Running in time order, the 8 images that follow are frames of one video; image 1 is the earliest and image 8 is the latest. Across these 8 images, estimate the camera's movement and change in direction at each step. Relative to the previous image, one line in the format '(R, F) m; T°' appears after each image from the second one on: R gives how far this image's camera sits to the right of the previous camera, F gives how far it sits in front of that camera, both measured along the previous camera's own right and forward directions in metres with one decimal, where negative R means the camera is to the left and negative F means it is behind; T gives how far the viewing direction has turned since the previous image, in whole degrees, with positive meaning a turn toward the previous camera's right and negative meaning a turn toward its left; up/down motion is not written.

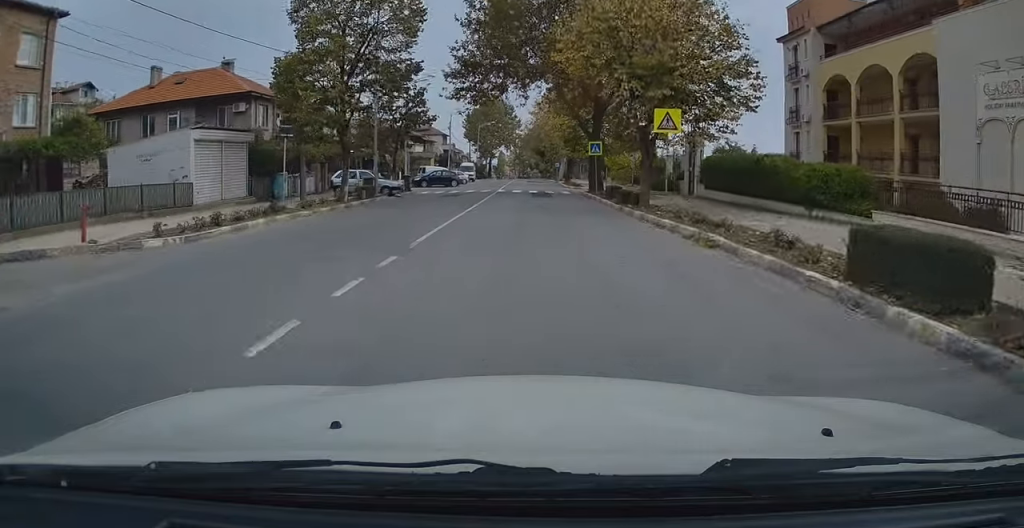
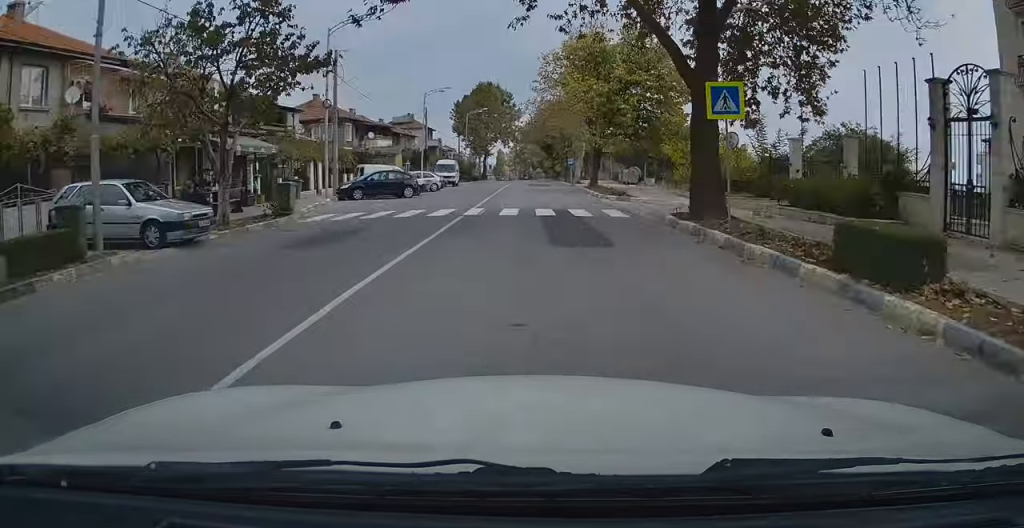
(-0.3, +22.2) m; -1°
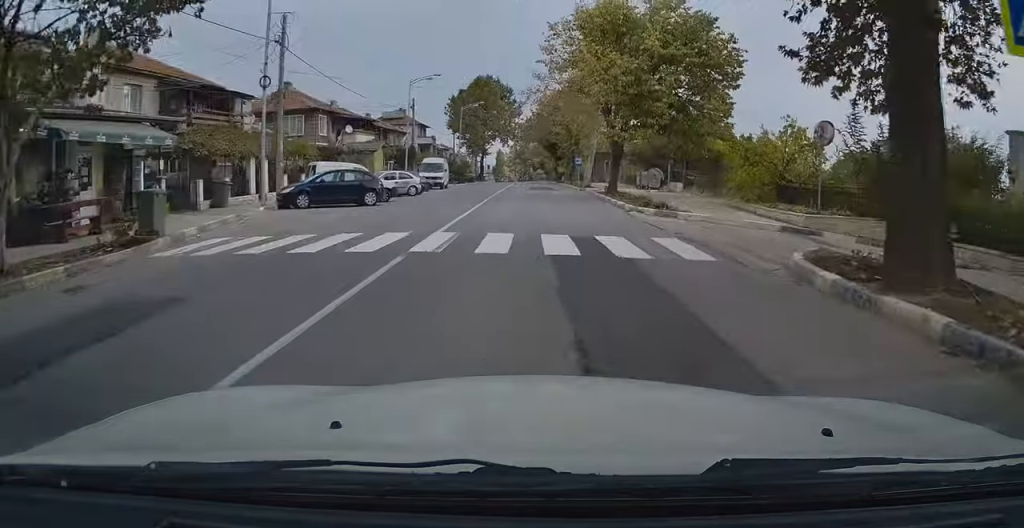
(+0.1, +8.3) m; 0°
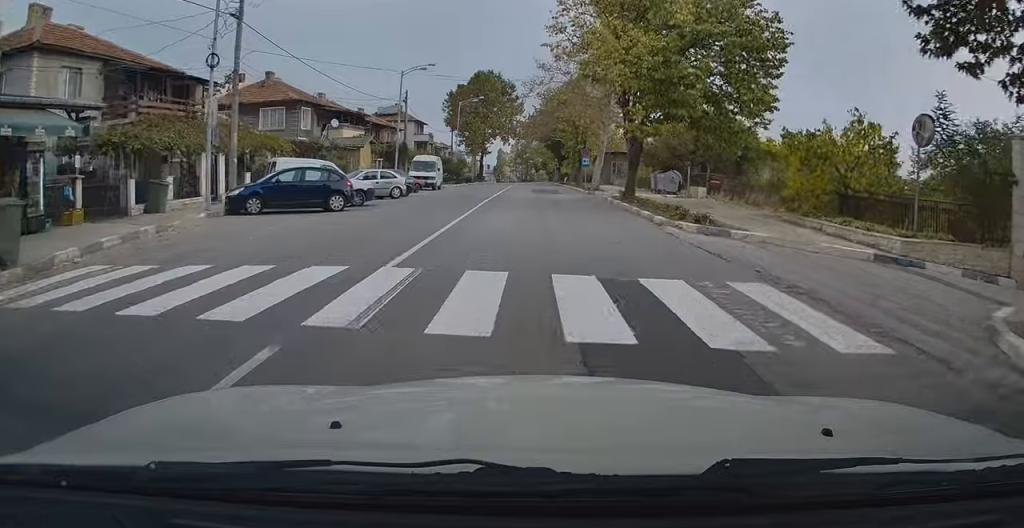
(+0.1, +4.7) m; 0°
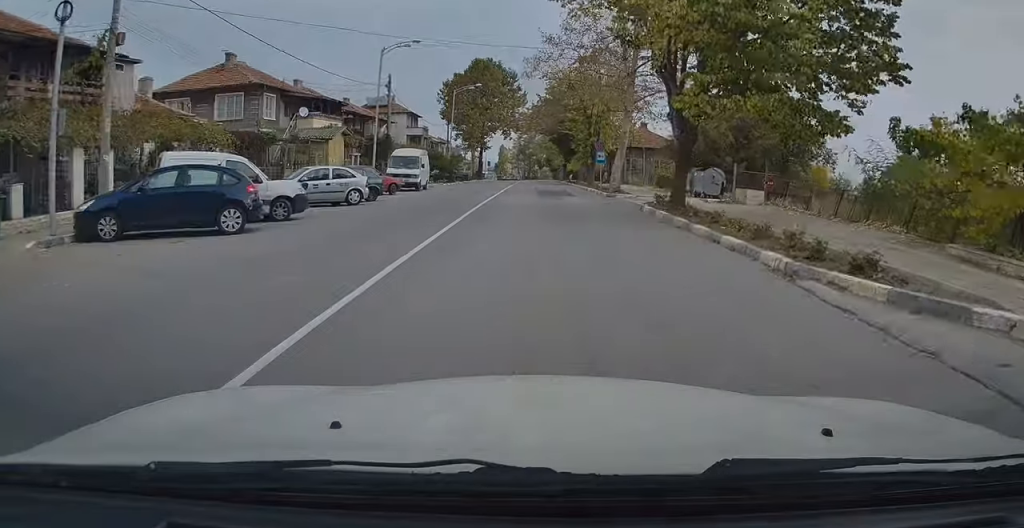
(-0.1, +7.9) m; 0°
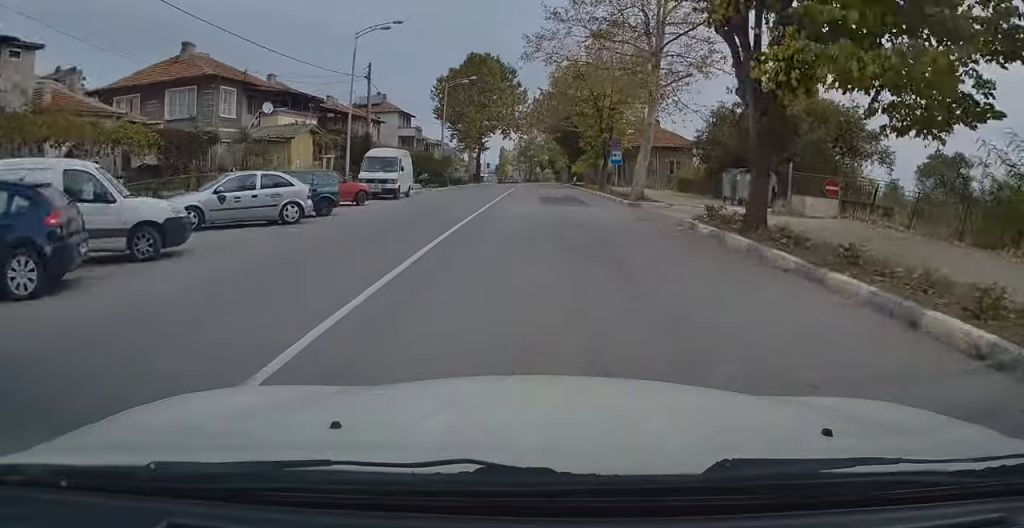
(0.0, +6.3) m; 0°
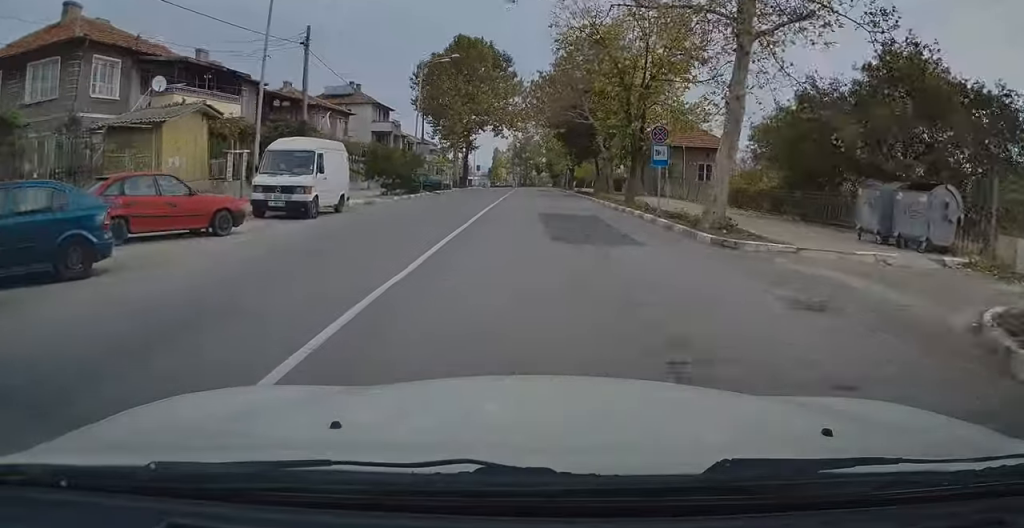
(+0.1, +11.5) m; +1°
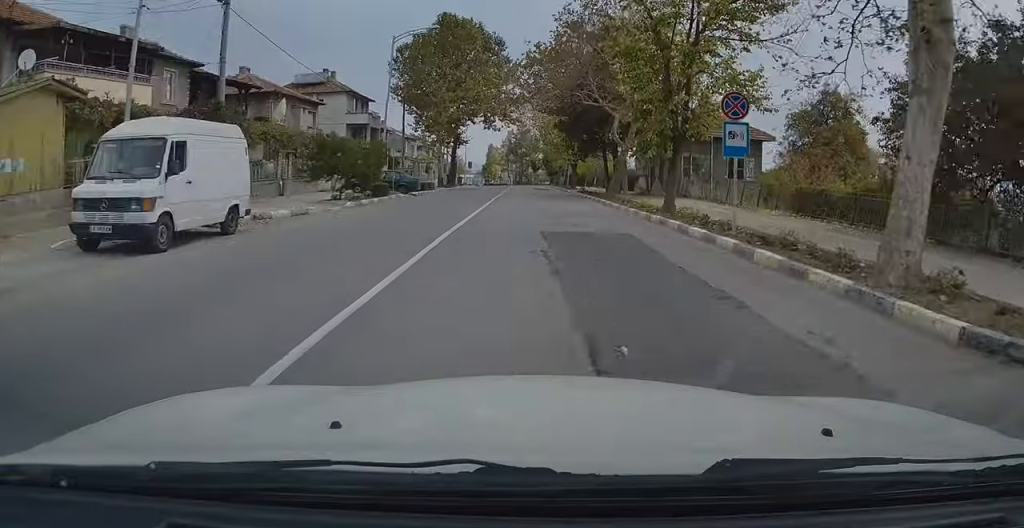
(0.0, +8.0) m; 0°
